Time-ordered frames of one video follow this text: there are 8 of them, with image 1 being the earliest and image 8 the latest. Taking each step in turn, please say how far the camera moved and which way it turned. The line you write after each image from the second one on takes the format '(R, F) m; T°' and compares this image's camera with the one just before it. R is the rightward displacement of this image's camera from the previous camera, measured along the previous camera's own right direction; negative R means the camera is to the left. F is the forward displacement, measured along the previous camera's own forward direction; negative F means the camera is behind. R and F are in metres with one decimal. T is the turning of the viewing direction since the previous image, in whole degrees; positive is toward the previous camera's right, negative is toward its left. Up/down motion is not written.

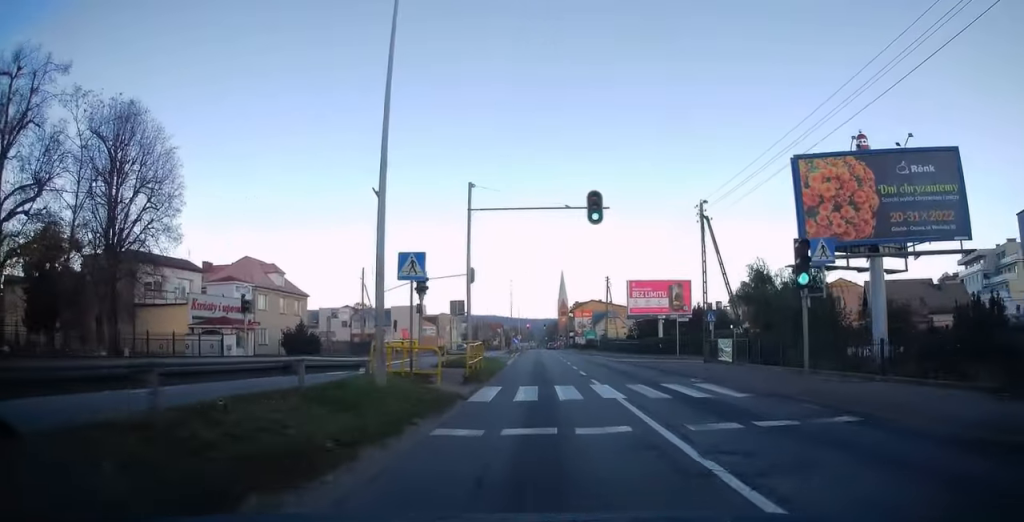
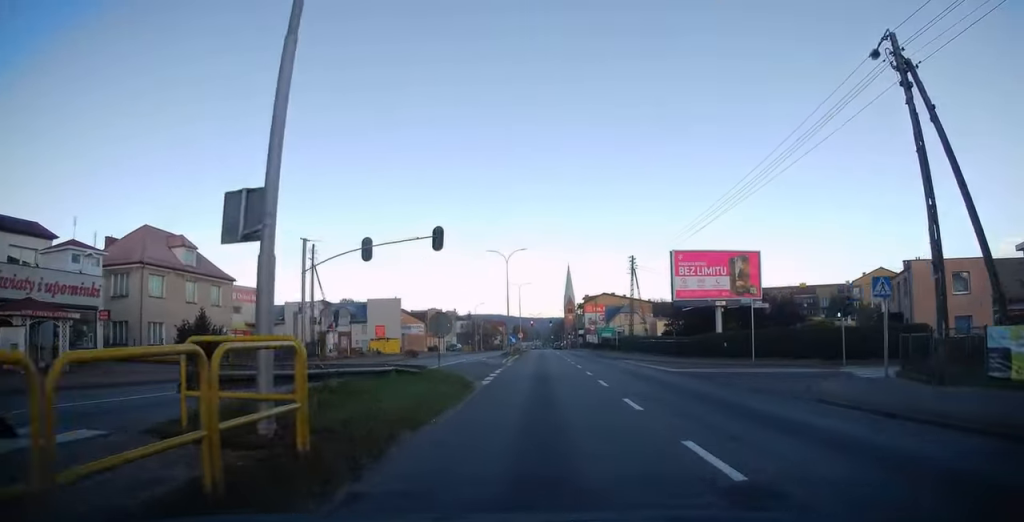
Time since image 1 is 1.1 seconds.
(+0.1, +18.1) m; 0°
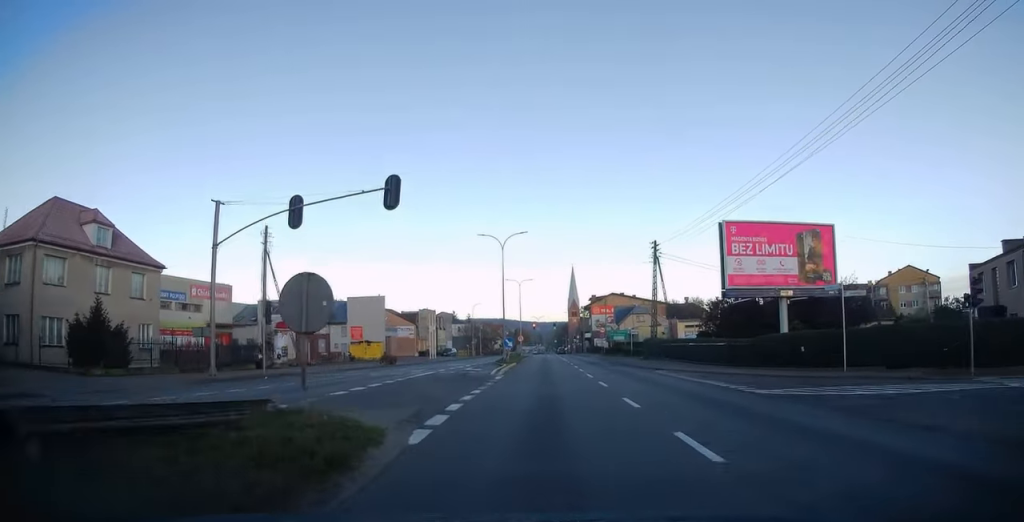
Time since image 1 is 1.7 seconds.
(0.0, +10.9) m; 0°
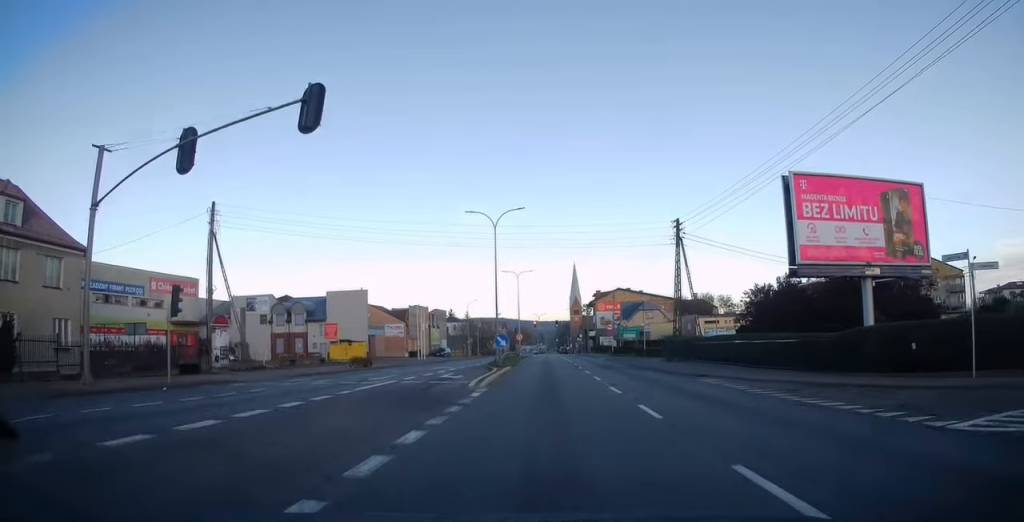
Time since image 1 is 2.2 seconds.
(0.0, +8.4) m; 0°
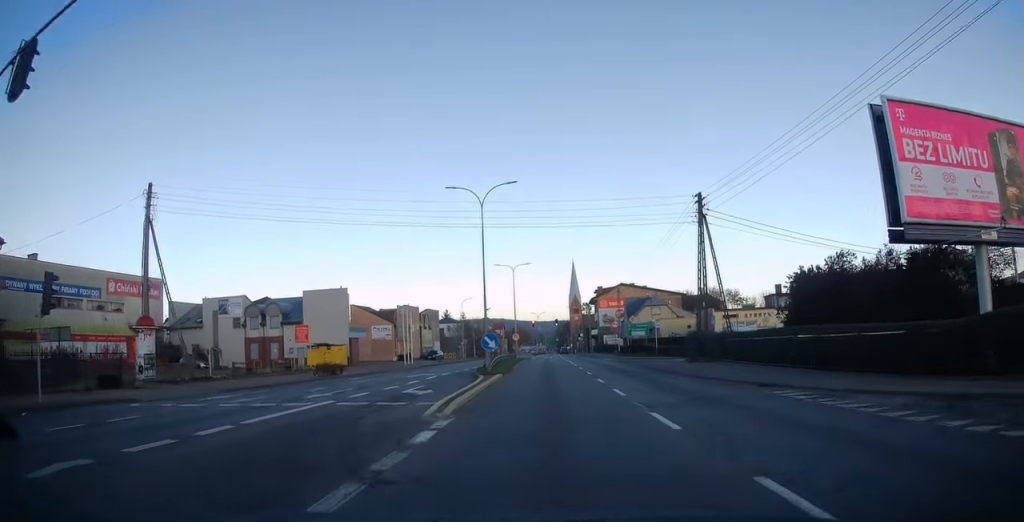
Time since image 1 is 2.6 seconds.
(-0.1, +7.0) m; 0°
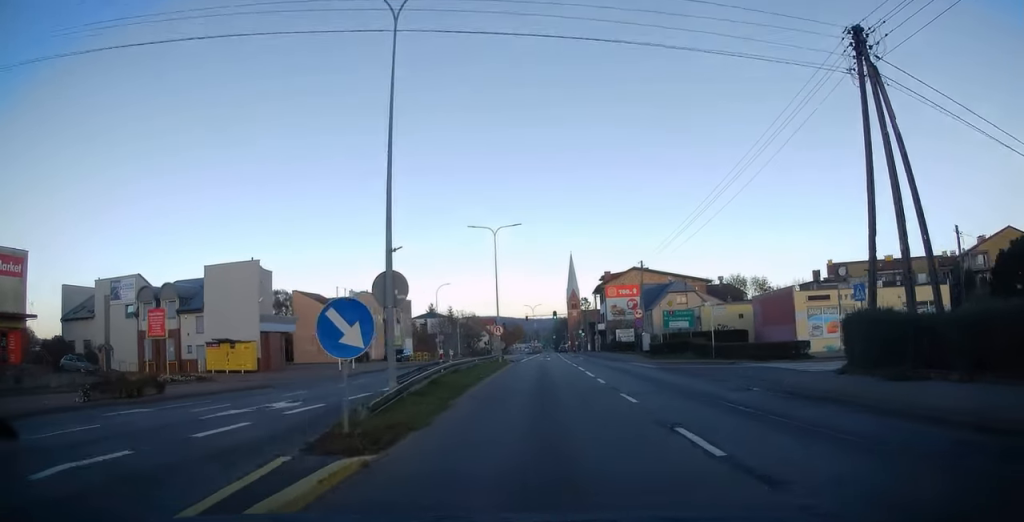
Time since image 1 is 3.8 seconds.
(-0.1, +20.1) m; 0°
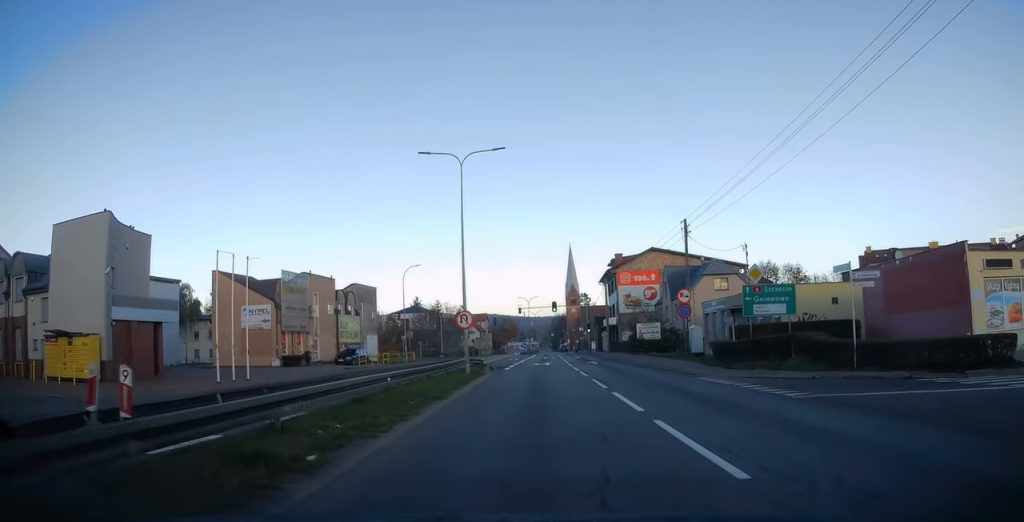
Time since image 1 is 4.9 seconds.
(0.0, +17.6) m; 0°
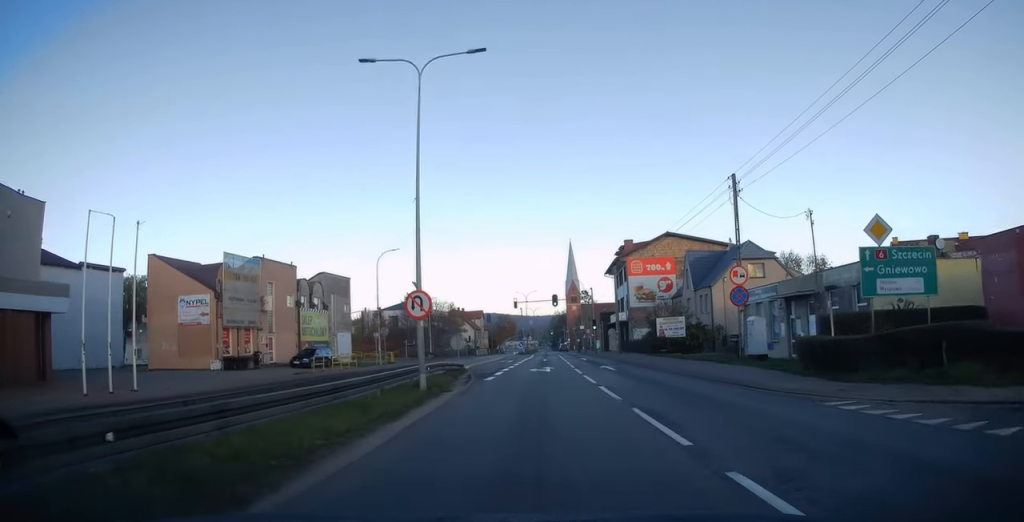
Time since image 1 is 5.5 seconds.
(0.0, +9.8) m; 0°
